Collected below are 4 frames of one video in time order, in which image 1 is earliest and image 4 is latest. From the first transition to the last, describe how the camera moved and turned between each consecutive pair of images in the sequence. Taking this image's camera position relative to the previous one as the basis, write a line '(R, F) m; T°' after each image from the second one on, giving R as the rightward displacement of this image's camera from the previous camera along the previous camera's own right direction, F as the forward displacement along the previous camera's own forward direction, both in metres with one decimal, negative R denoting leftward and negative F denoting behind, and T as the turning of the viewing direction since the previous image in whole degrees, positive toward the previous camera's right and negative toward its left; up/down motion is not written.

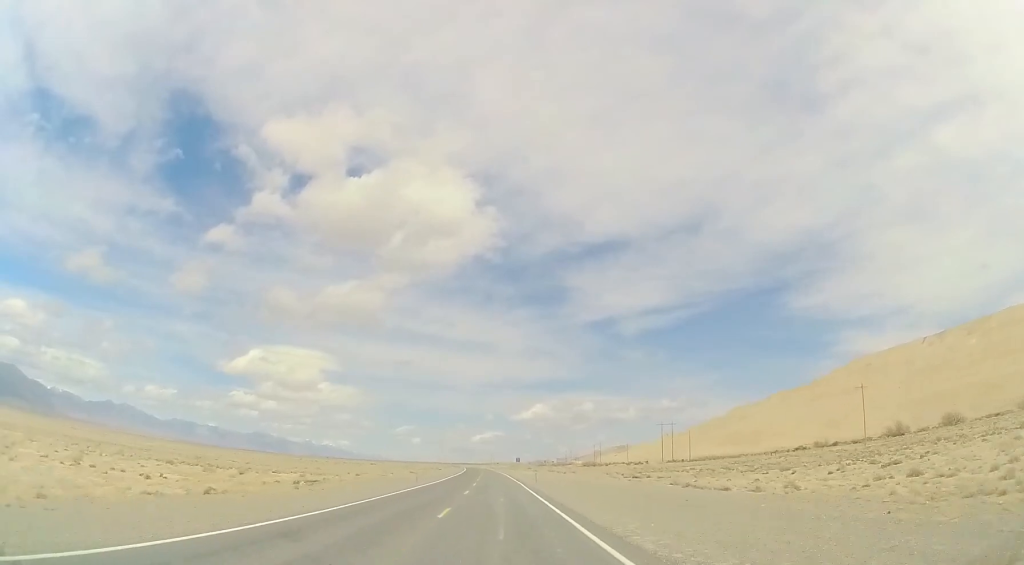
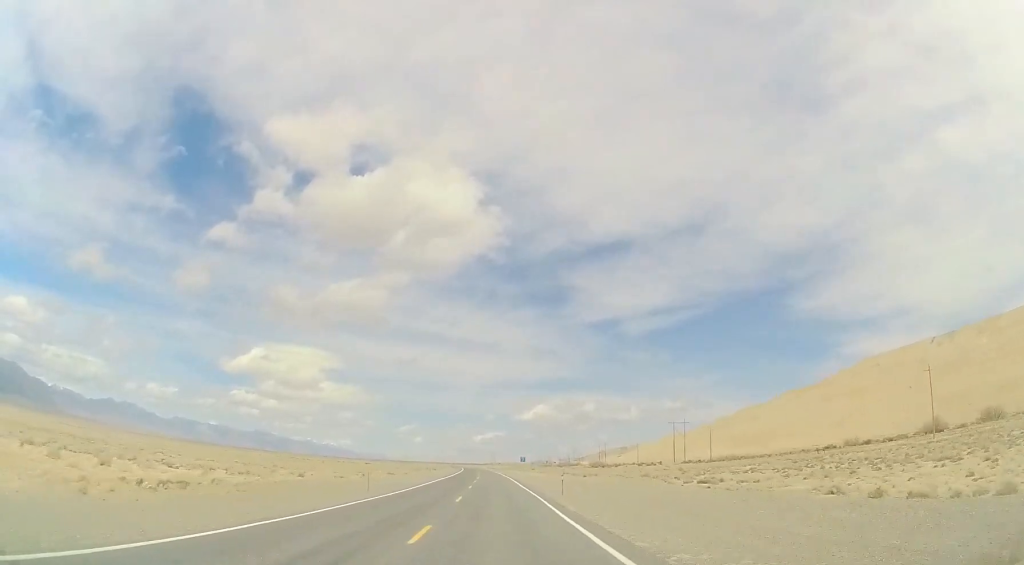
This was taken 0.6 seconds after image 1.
(-0.1, +19.7) m; -1°
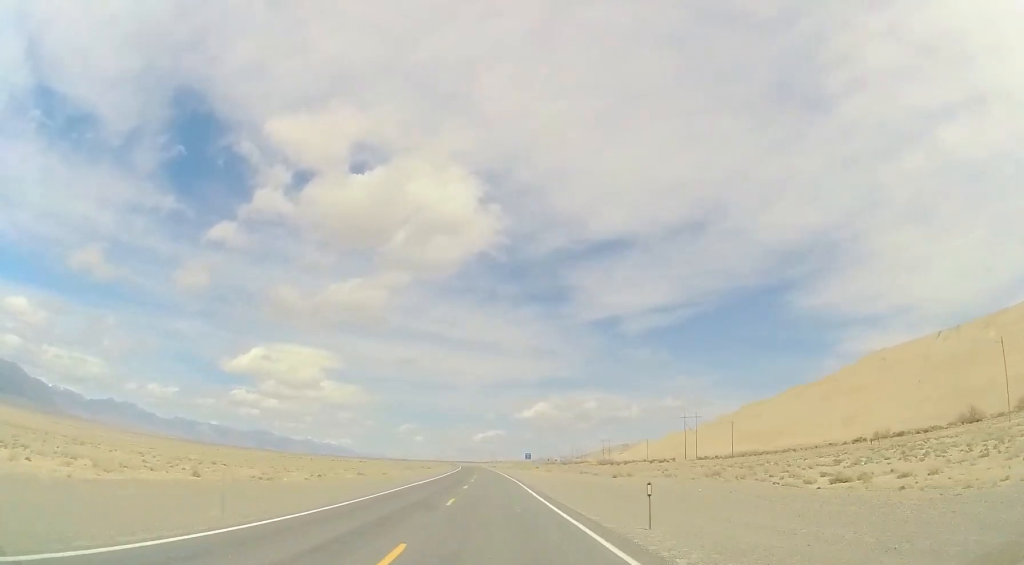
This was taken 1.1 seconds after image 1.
(-0.2, +17.3) m; 0°
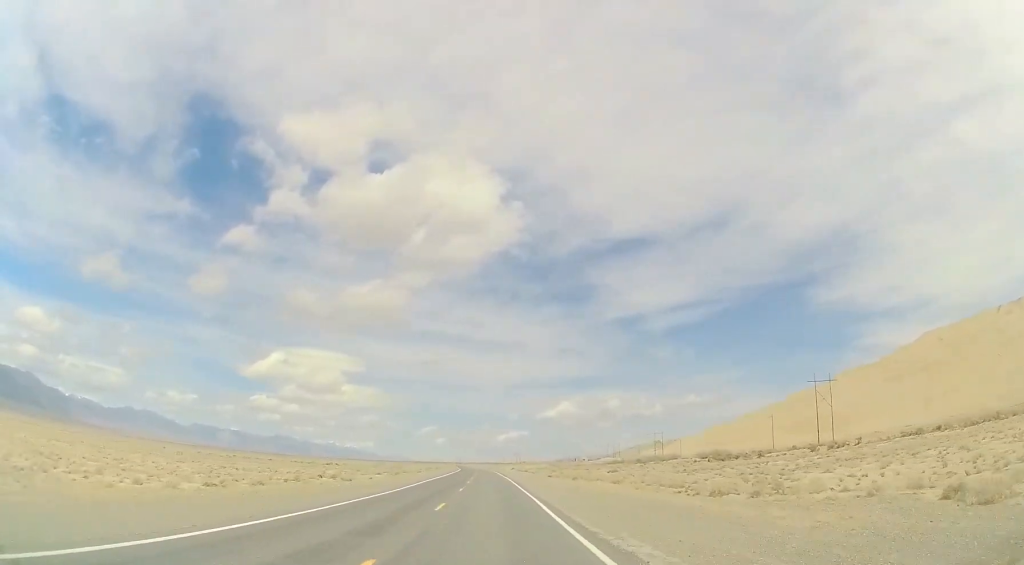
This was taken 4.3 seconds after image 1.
(-1.3, +110.7) m; -2°
